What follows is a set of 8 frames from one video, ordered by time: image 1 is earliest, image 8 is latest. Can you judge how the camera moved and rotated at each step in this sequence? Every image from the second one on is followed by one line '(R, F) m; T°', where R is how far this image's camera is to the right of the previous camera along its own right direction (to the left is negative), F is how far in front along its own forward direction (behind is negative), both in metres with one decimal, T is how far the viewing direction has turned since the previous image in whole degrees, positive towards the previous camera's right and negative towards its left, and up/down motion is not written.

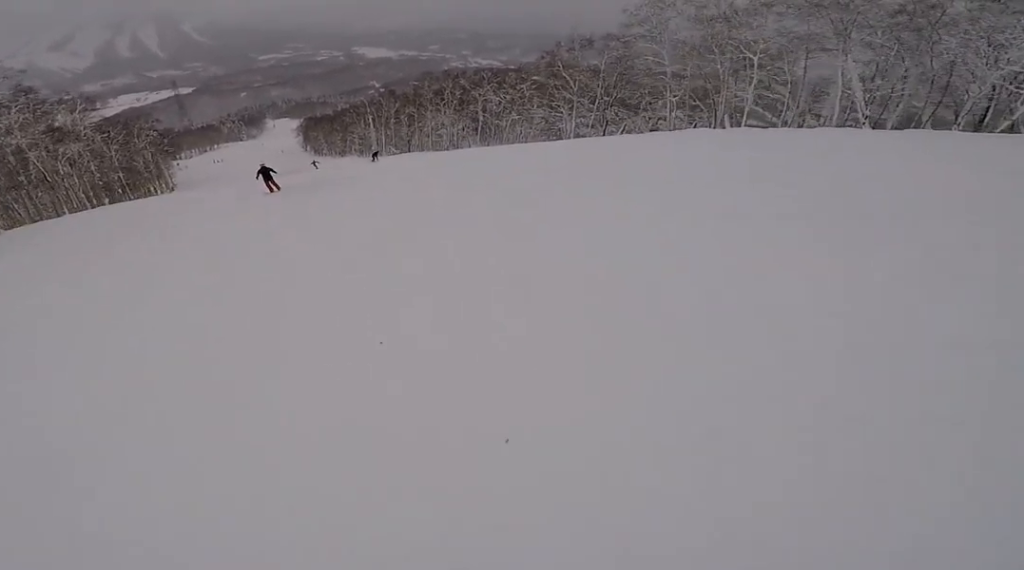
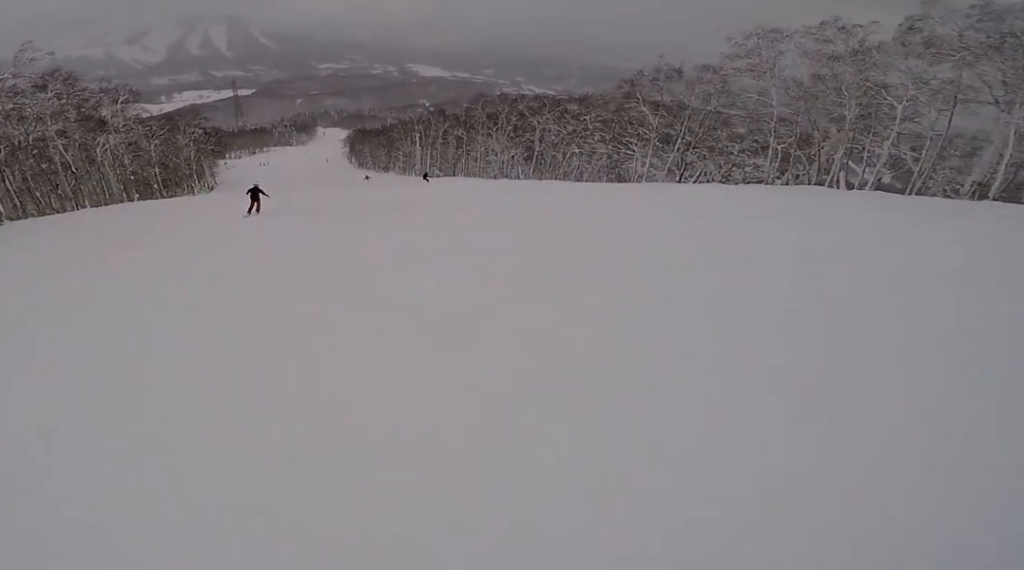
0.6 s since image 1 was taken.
(+1.0, +5.6) m; +3°
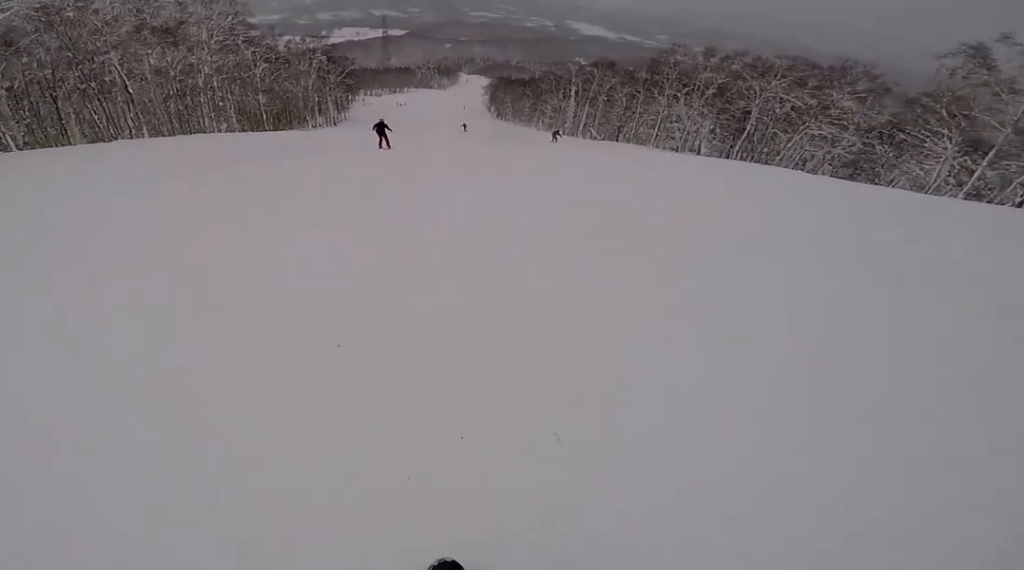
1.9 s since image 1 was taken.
(-1.6, +14.1) m; -13°
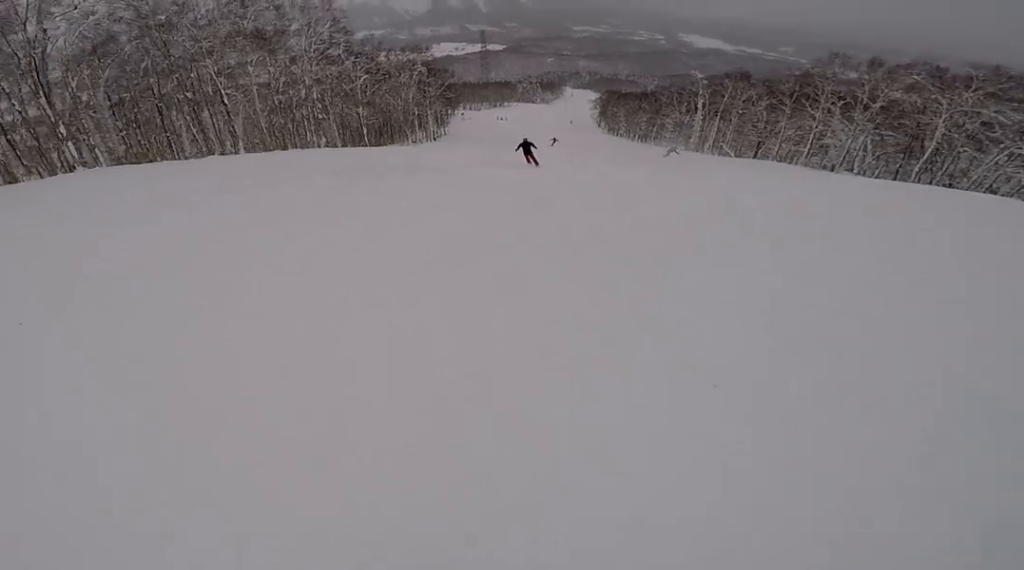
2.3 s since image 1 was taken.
(-0.4, +4.5) m; -2°
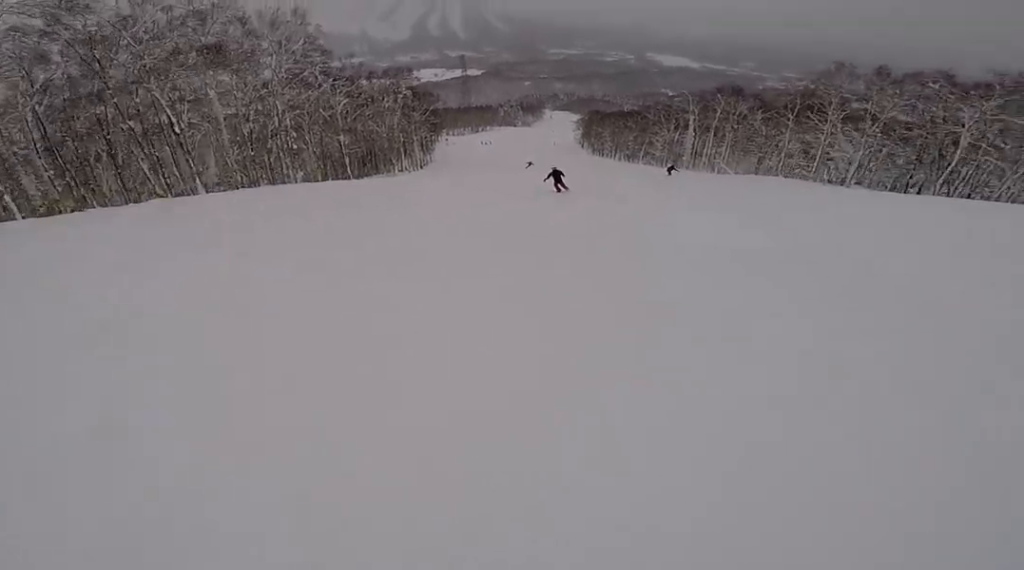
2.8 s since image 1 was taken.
(-0.2, +5.6) m; 0°
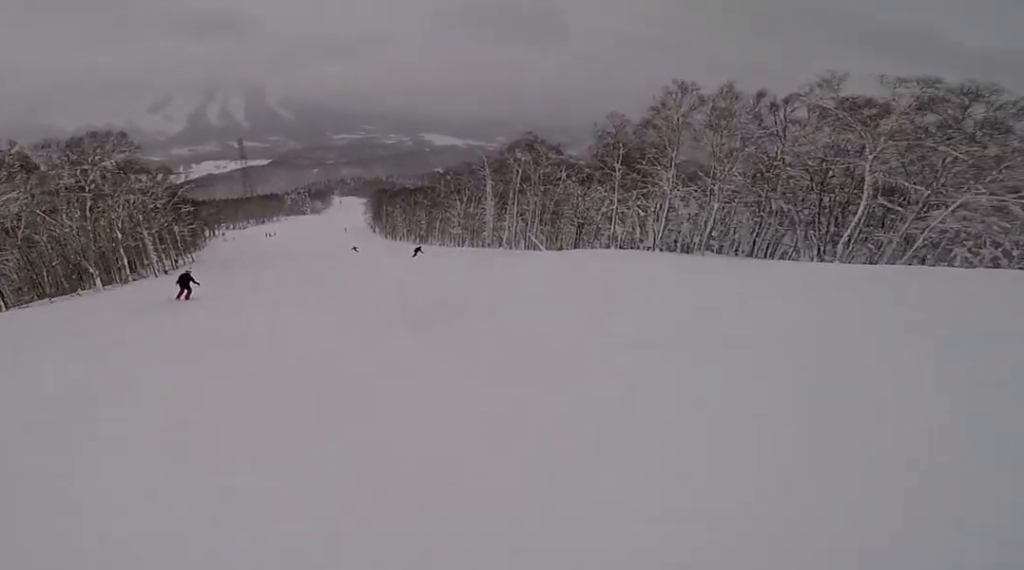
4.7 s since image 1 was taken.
(+4.0, +20.3) m; +20°
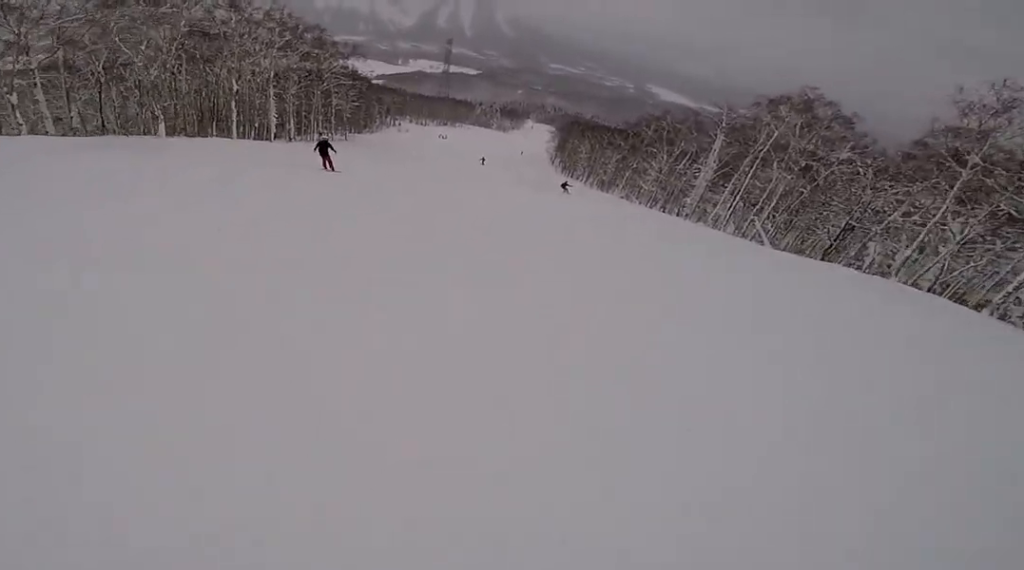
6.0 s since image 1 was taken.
(-0.6, +13.5) m; -8°
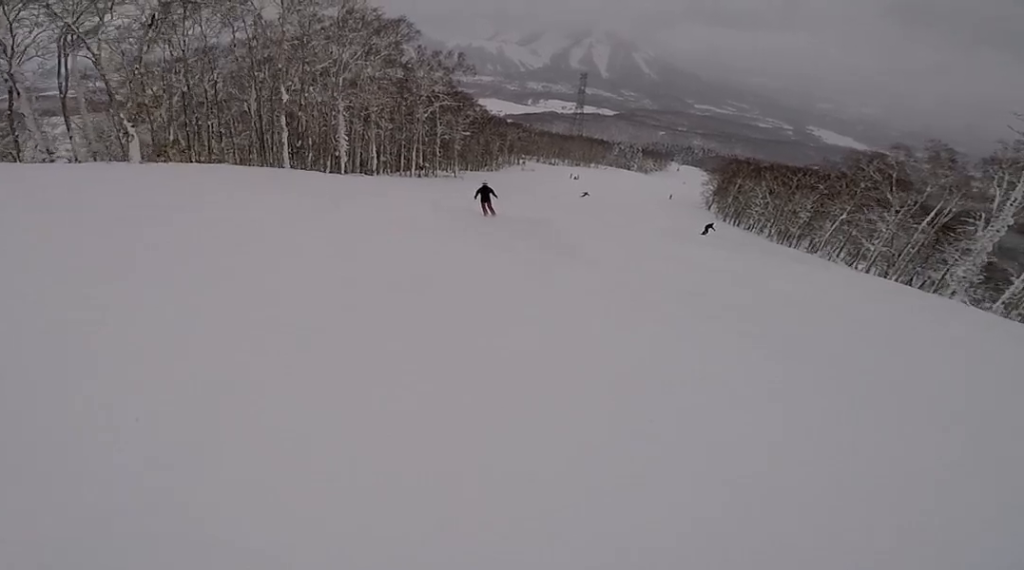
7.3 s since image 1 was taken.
(-1.9, +15.0) m; -15°
